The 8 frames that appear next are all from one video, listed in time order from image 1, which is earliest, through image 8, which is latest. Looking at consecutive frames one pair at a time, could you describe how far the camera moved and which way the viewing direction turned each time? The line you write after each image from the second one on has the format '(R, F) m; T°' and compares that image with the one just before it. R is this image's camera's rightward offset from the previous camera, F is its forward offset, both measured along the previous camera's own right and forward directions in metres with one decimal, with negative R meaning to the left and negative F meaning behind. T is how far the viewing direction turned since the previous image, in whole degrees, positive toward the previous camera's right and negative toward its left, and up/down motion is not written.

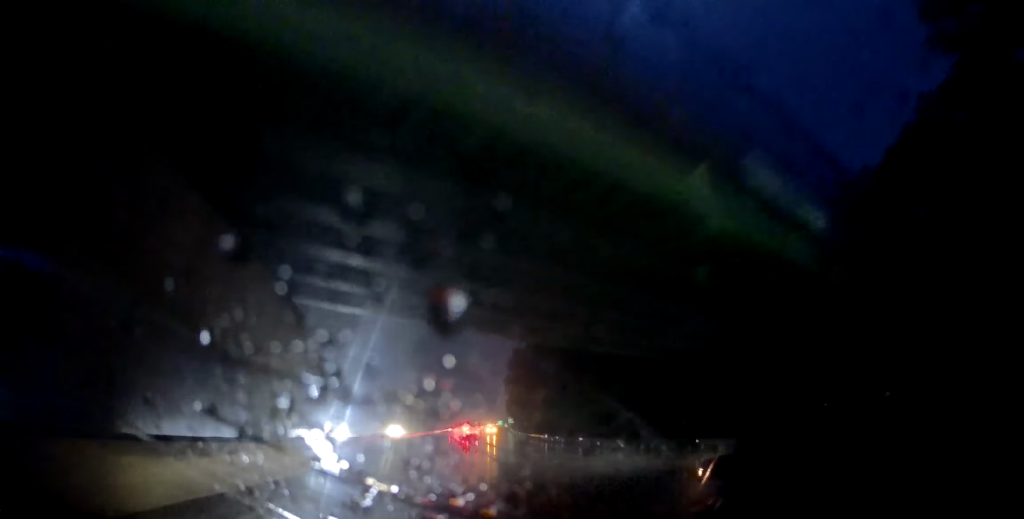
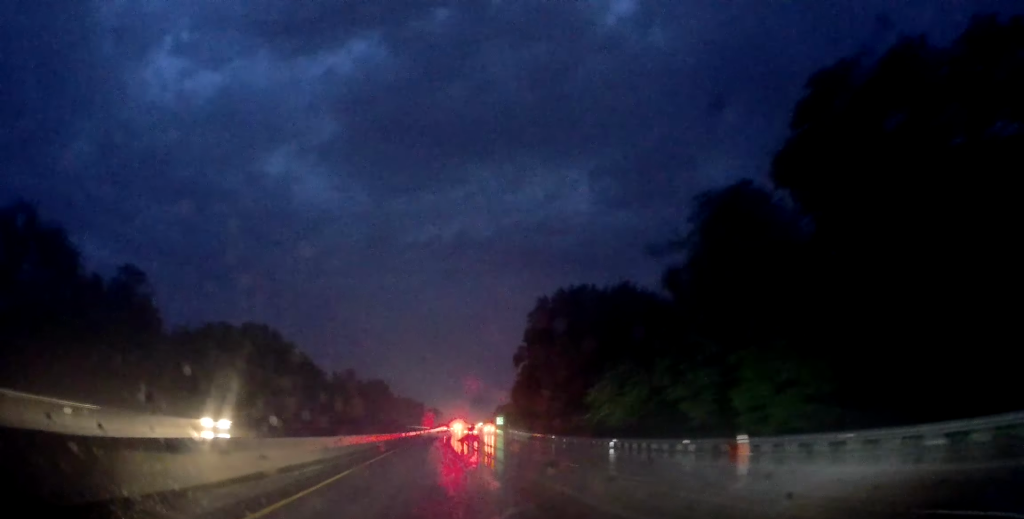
(+1.0, +53.3) m; +2°
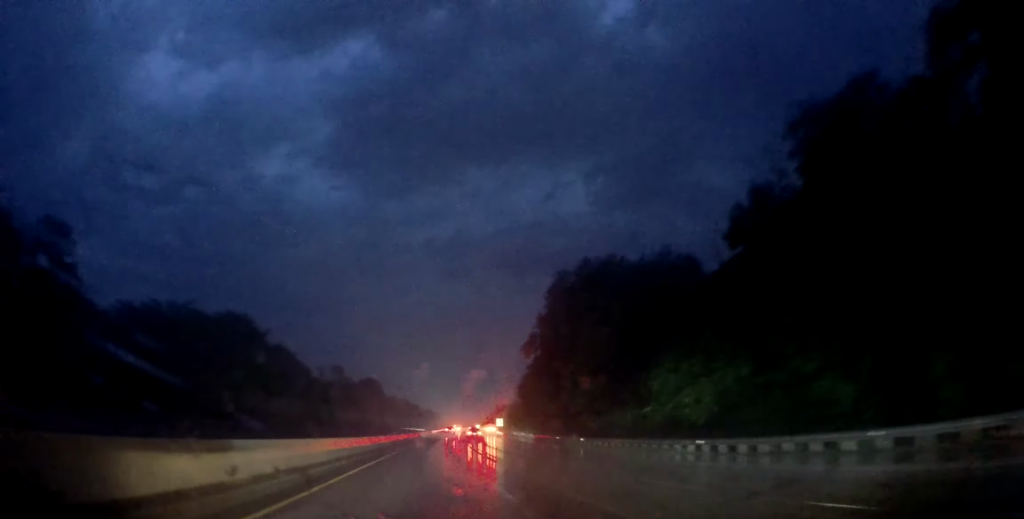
(-0.1, +15.2) m; +1°
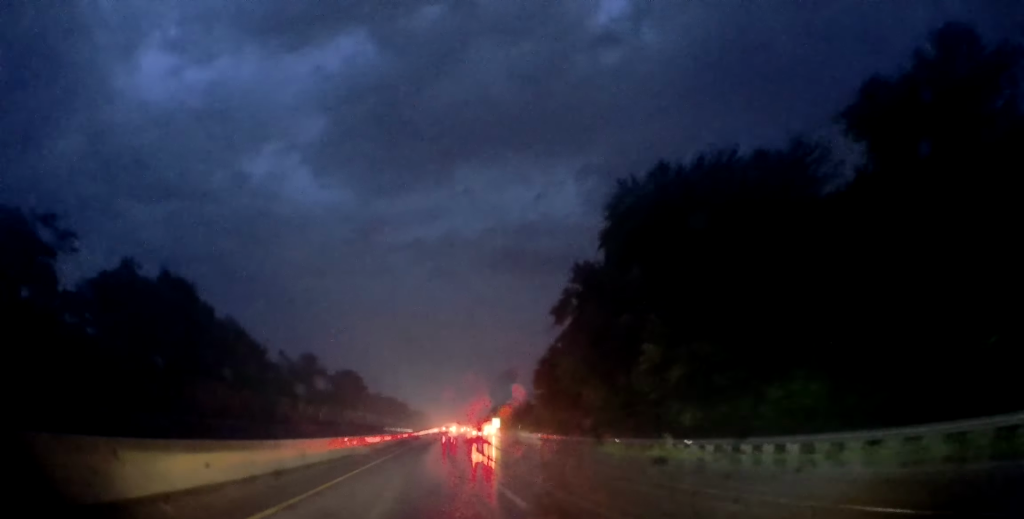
(+0.4, +25.6) m; +1°
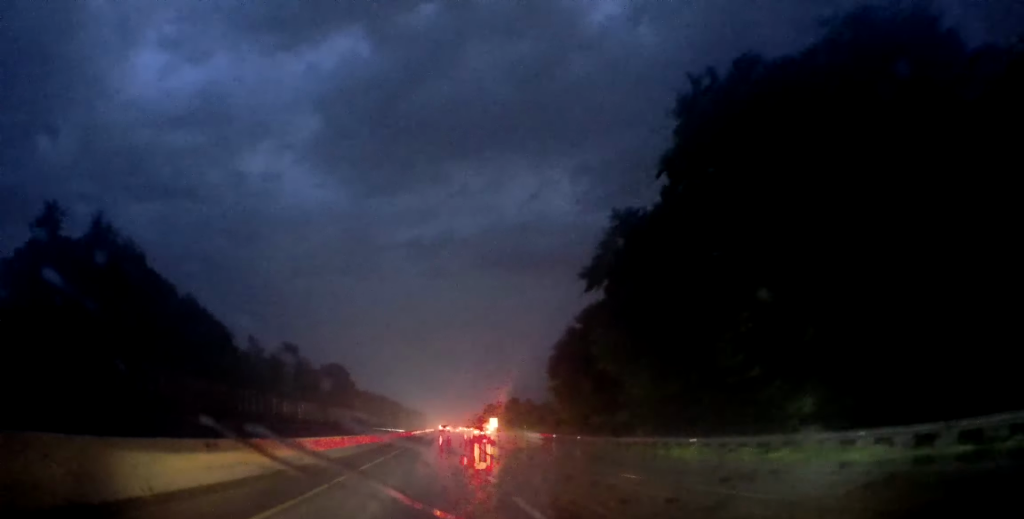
(+0.1, +14.1) m; 0°
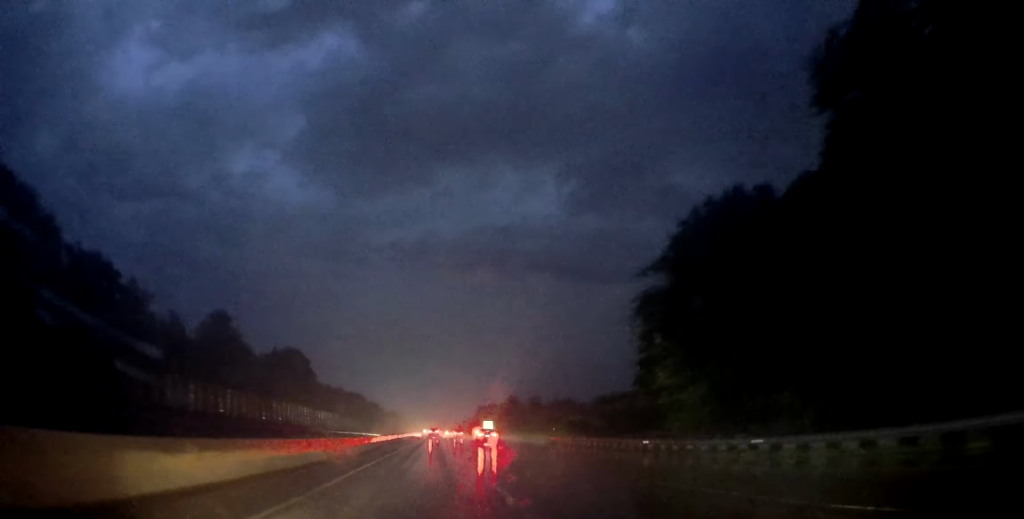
(-0.3, +34.6) m; +1°
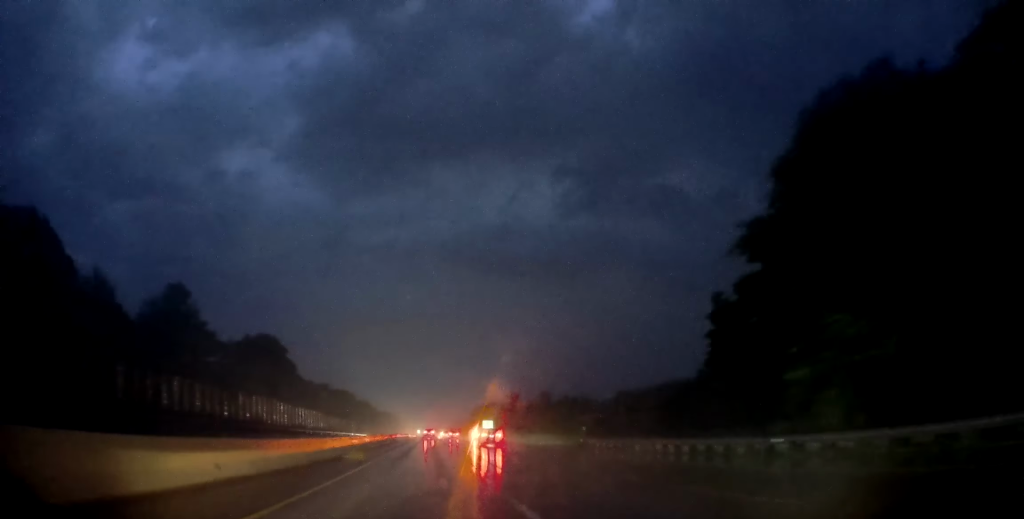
(-0.4, +14.9) m; +1°
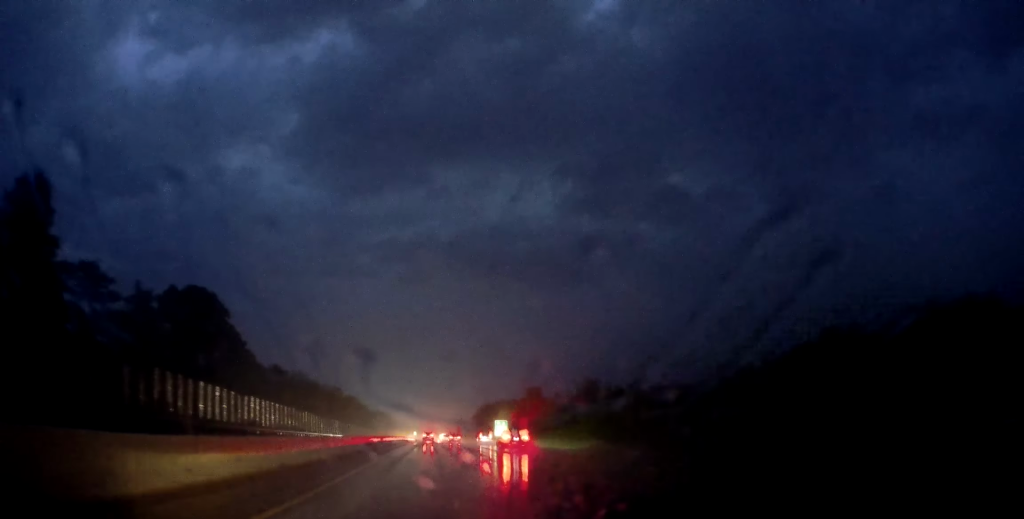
(+1.7, +31.9) m; +3°
